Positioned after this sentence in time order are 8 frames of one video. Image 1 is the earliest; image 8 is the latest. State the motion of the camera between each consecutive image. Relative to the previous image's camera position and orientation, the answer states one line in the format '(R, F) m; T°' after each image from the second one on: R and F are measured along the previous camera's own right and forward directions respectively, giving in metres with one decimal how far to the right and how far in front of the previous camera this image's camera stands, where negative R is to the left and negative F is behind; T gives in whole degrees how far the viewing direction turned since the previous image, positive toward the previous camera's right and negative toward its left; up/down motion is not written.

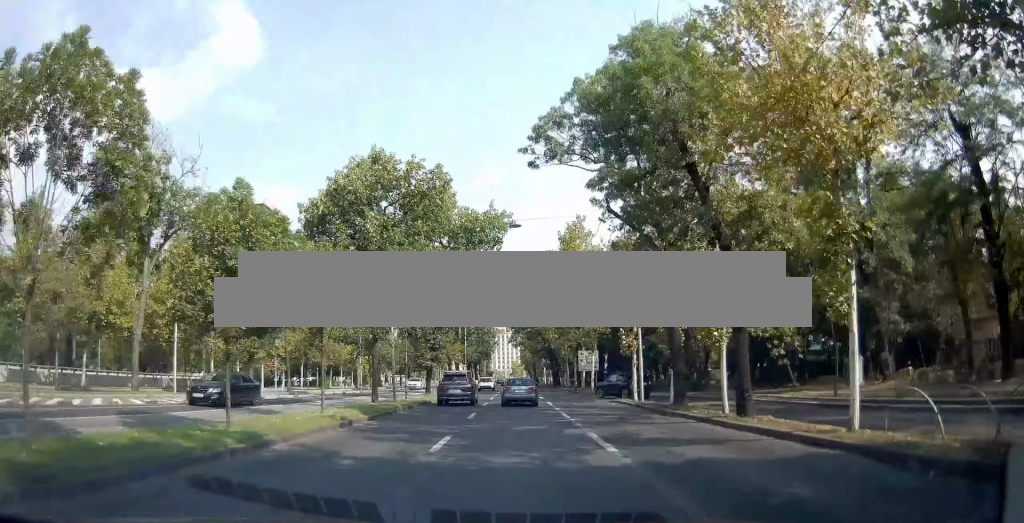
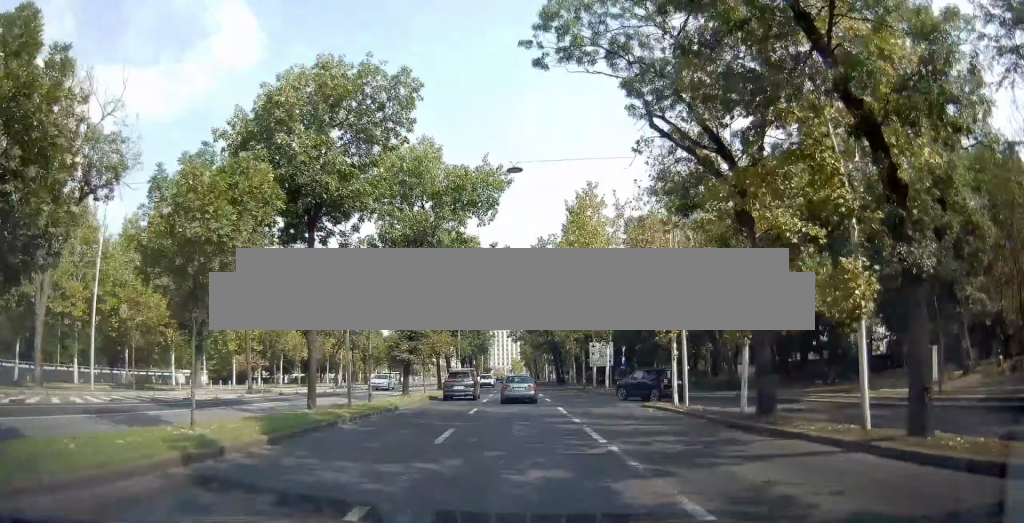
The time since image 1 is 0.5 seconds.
(-0.1, +7.5) m; 0°
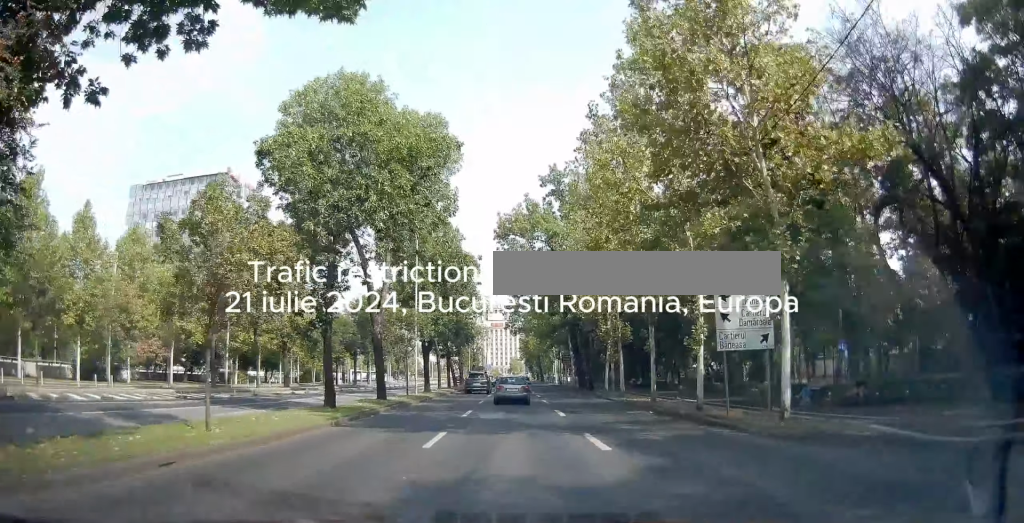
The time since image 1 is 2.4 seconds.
(+0.5, +27.9) m; +1°
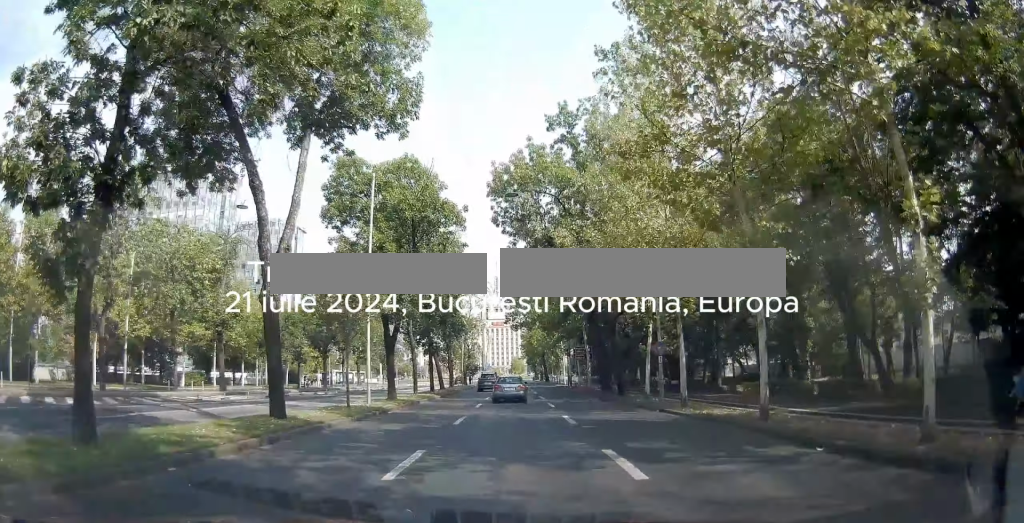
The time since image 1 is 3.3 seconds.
(-0.4, +12.9) m; +1°
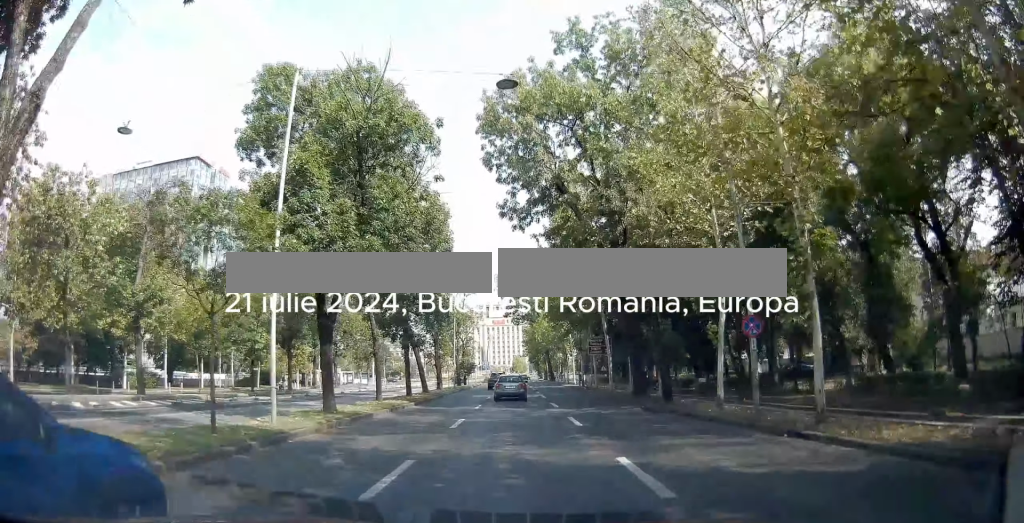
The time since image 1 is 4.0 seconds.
(+0.7, +10.8) m; +1°
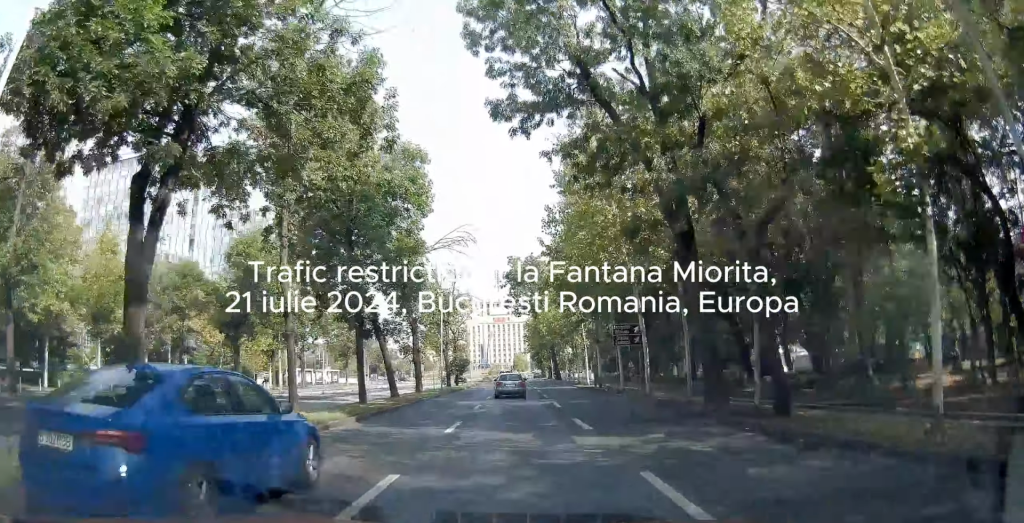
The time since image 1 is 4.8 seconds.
(-0.2, +11.6) m; -1°
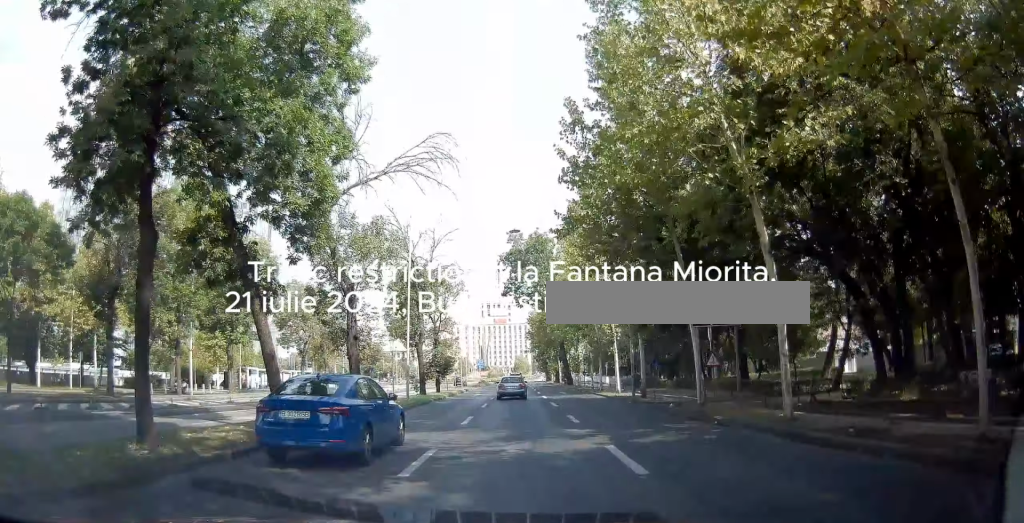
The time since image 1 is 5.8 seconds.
(-0.2, +14.6) m; 0°
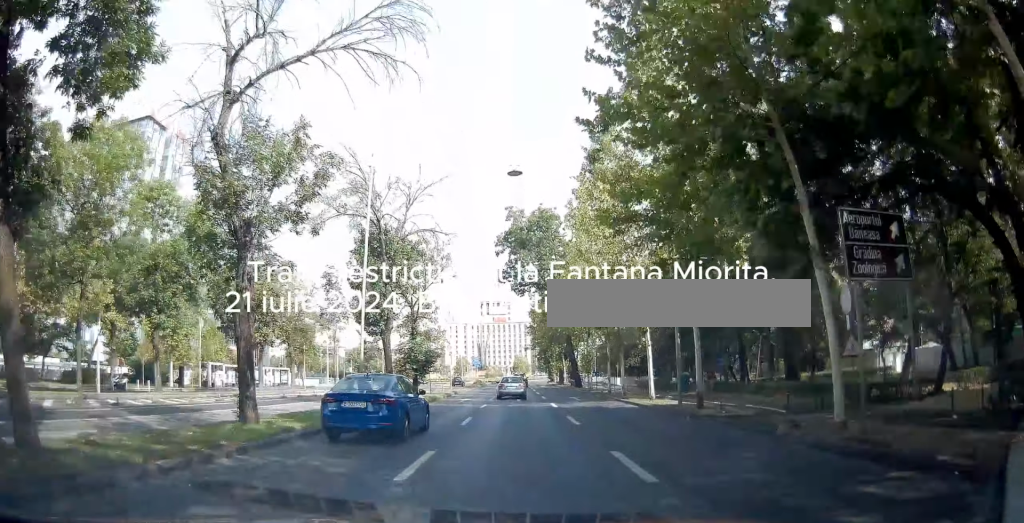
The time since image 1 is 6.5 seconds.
(+0.1, +8.8) m; 0°
